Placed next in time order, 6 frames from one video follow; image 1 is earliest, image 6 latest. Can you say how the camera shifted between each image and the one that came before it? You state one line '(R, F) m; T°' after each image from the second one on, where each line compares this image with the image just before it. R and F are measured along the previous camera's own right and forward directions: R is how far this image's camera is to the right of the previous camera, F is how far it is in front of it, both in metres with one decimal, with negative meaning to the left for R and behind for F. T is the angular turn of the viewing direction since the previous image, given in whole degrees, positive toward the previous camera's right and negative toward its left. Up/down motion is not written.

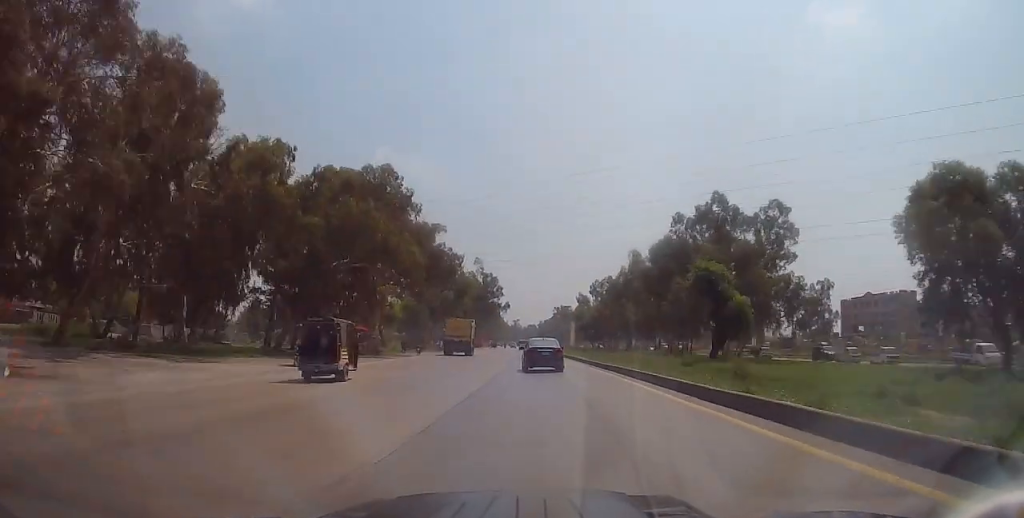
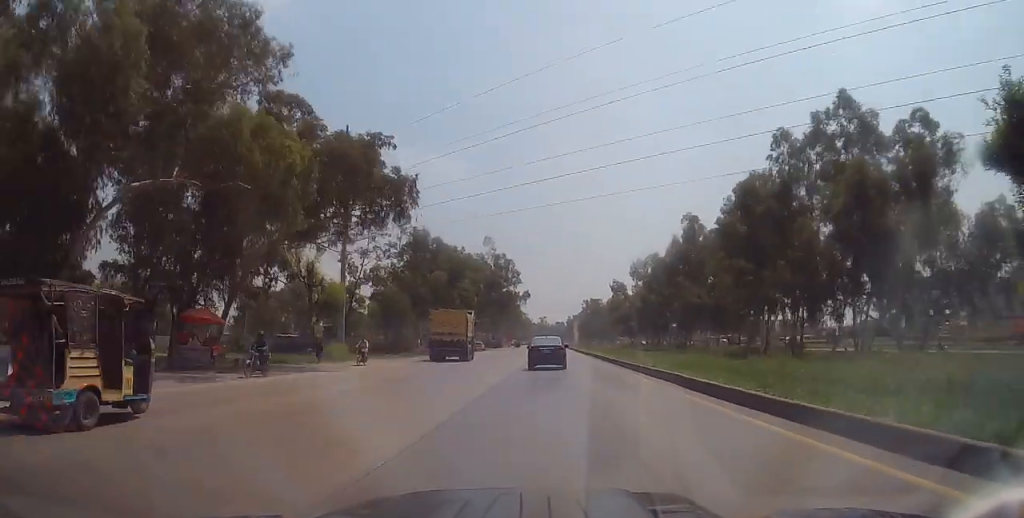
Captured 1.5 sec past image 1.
(-0.4, +27.1) m; -2°
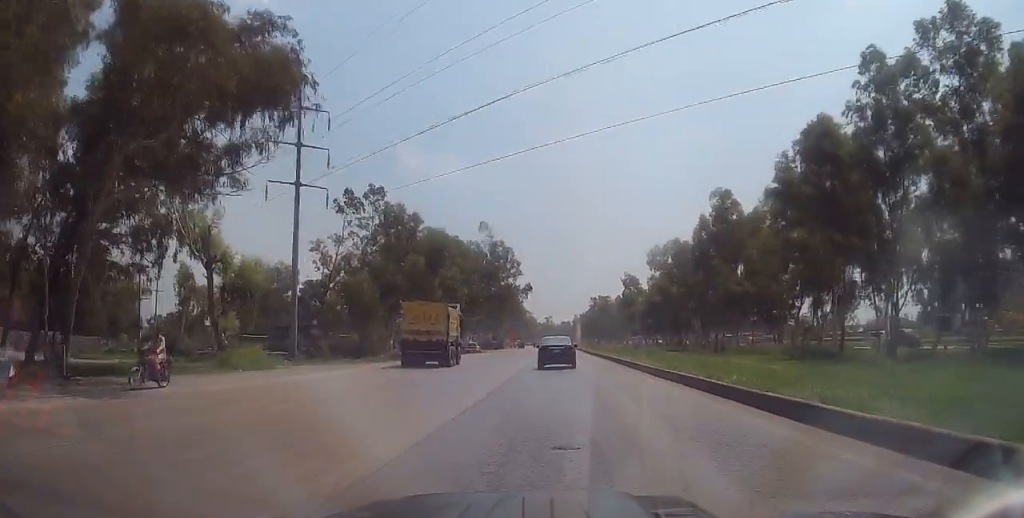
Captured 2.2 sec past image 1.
(0.0, +13.6) m; 0°
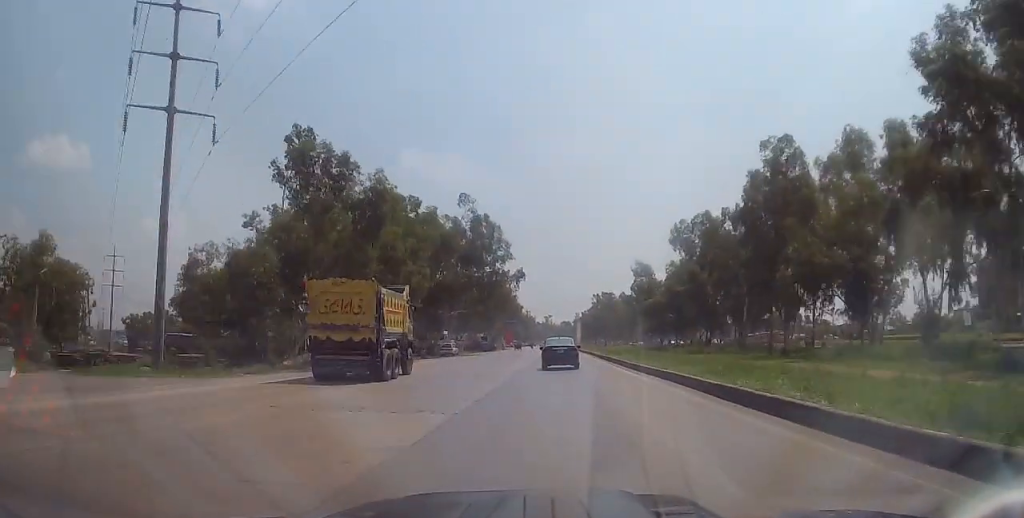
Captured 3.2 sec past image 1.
(0.0, +18.8) m; 0°
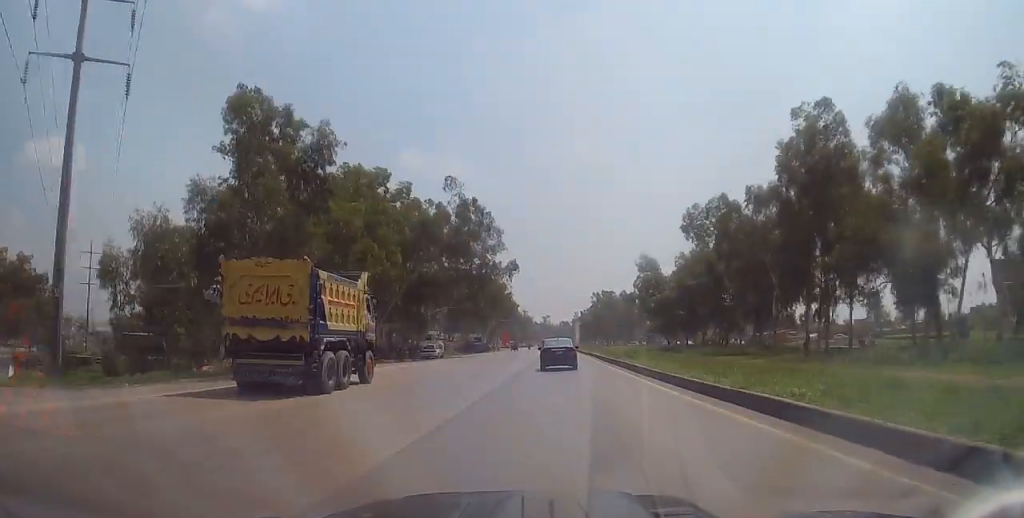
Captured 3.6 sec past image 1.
(0.0, +8.2) m; 0°
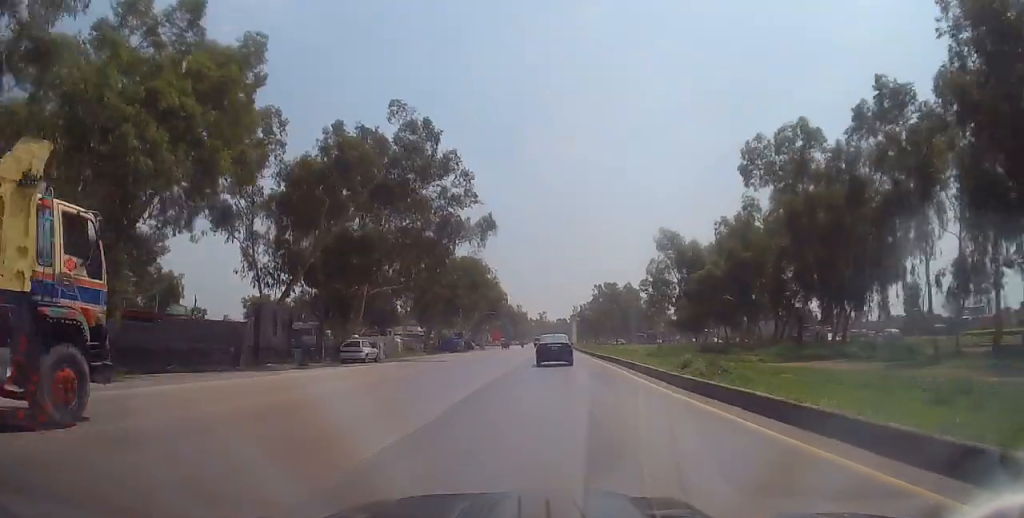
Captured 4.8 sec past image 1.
(0.0, +21.6) m; 0°
